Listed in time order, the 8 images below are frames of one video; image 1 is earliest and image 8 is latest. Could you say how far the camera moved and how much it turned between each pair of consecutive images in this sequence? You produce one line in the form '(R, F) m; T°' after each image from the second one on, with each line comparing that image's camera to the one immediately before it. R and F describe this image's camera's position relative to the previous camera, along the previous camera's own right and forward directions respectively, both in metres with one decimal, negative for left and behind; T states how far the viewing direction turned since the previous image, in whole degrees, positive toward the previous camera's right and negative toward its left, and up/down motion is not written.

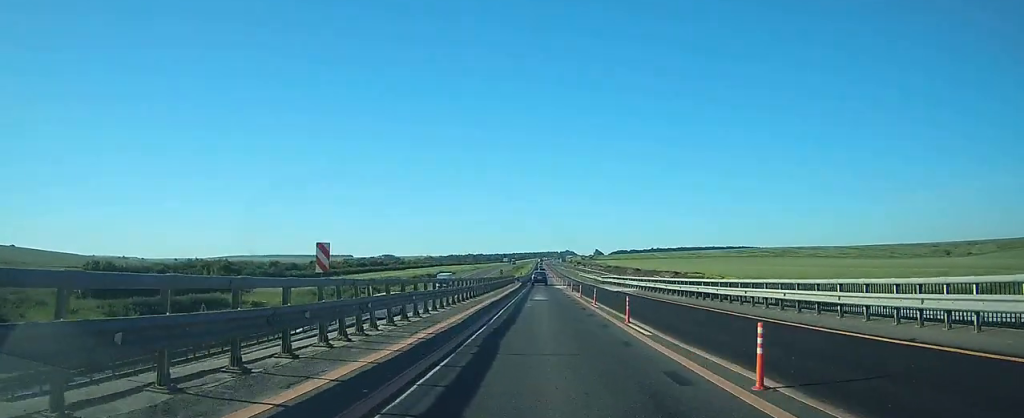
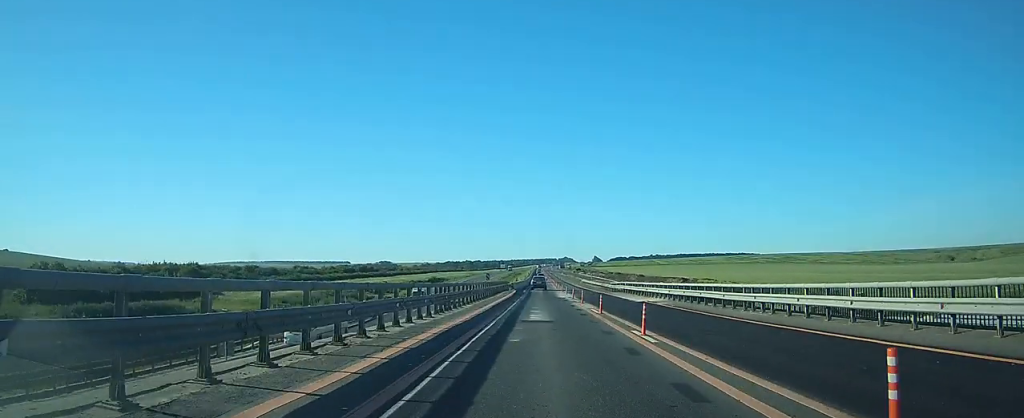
(0.0, +12.8) m; 0°
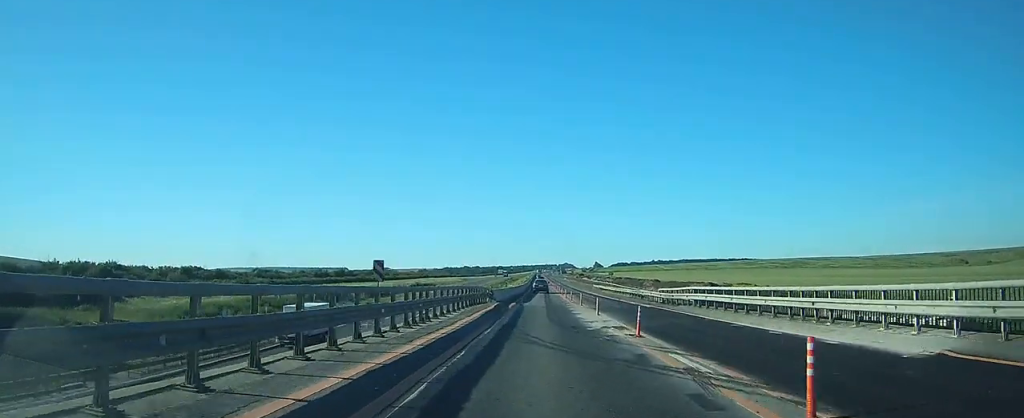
(+0.2, +28.6) m; +1°
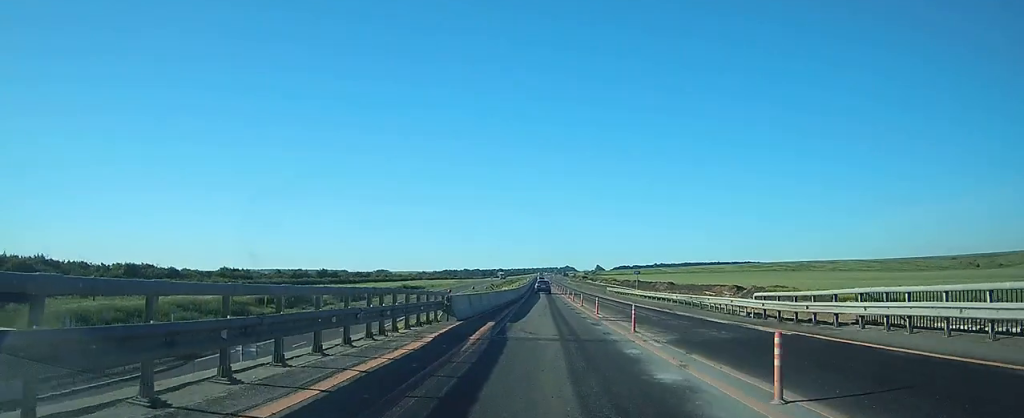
(+0.1, +18.9) m; 0°
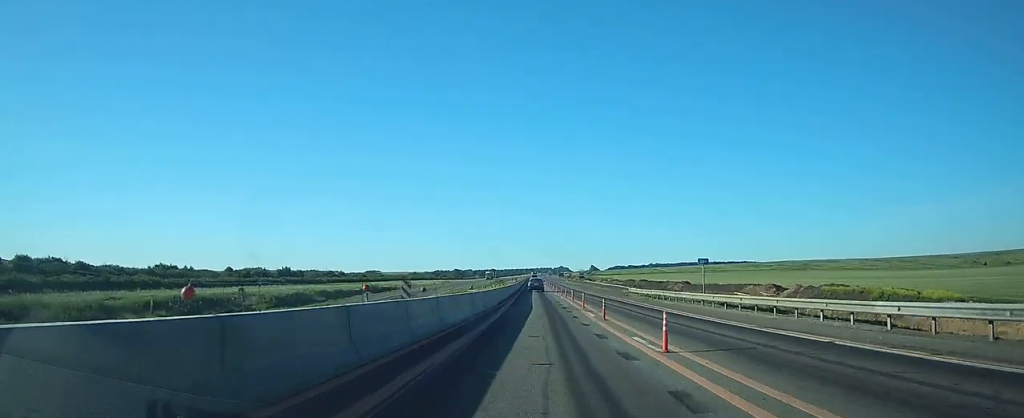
(0.0, +25.2) m; 0°
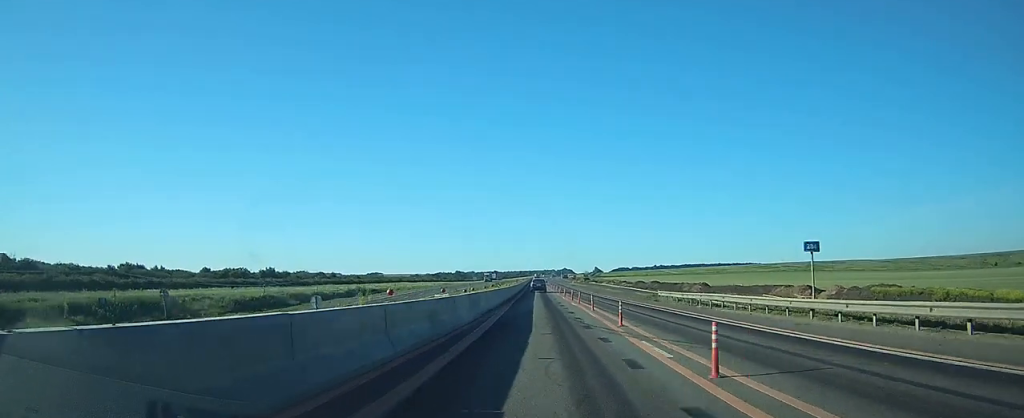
(0.0, +13.1) m; 0°
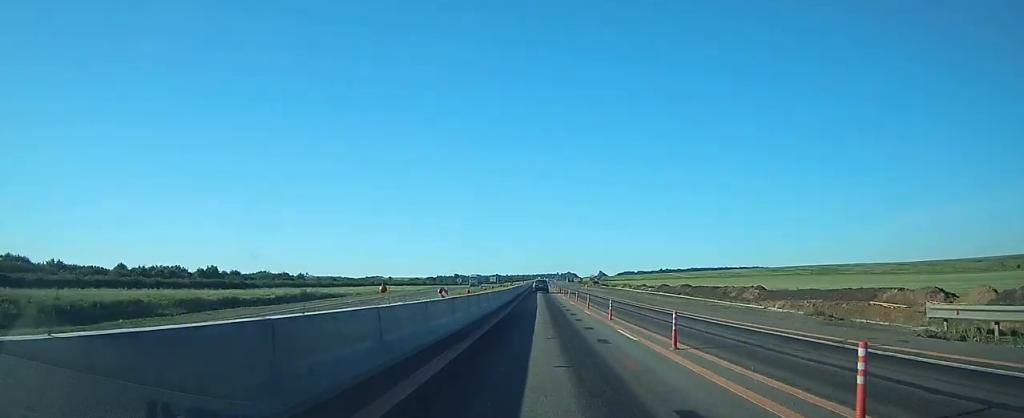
(-0.2, +32.5) m; 0°
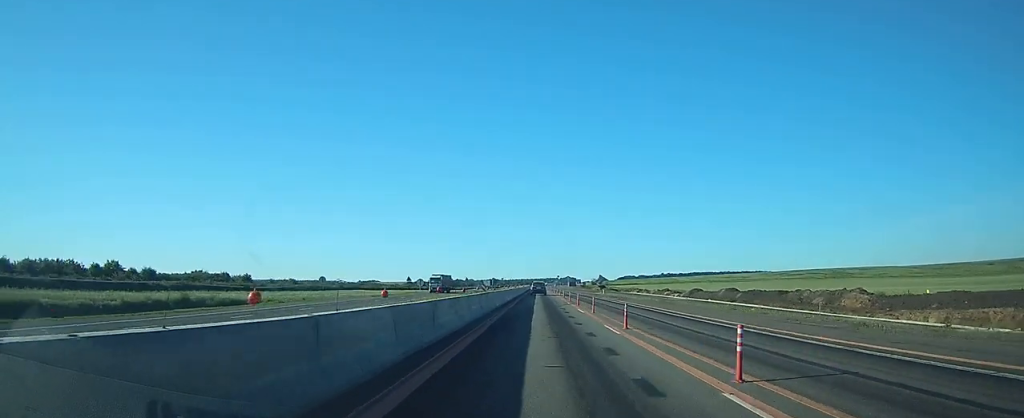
(+0.1, +34.2) m; 0°
